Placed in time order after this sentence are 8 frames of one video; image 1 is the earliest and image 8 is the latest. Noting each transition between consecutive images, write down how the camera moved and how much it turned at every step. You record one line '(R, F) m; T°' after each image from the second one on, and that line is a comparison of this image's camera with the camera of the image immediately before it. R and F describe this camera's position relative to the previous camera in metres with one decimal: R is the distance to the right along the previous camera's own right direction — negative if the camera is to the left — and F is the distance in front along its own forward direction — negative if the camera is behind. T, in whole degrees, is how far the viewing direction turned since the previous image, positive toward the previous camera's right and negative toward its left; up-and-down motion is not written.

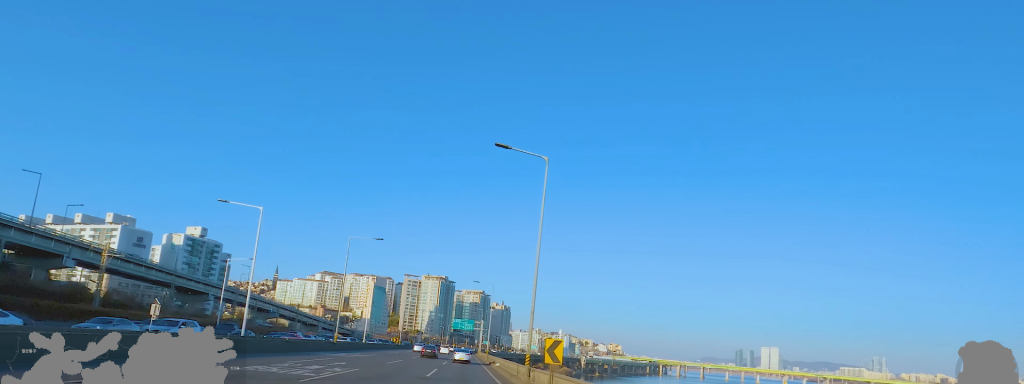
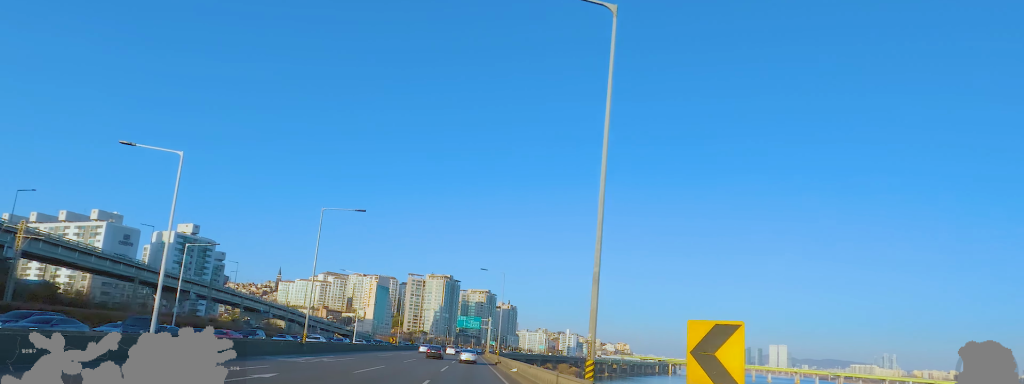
(0.0, +12.6) m; 0°
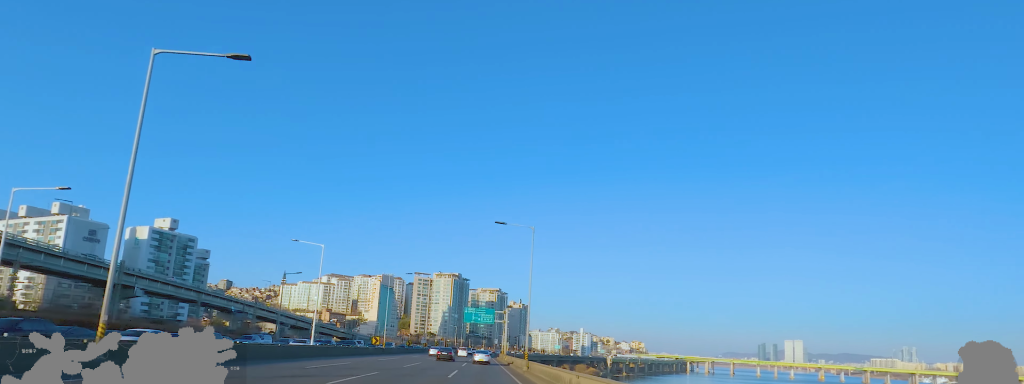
(0.0, +24.5) m; 0°
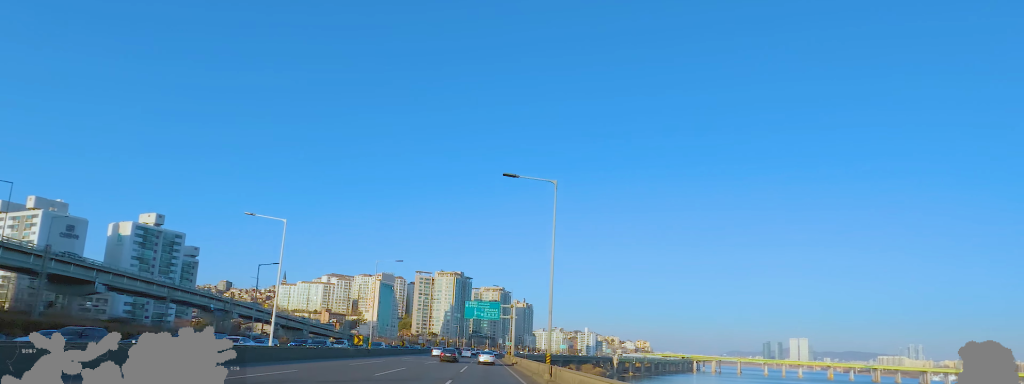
(0.0, +11.2) m; 0°
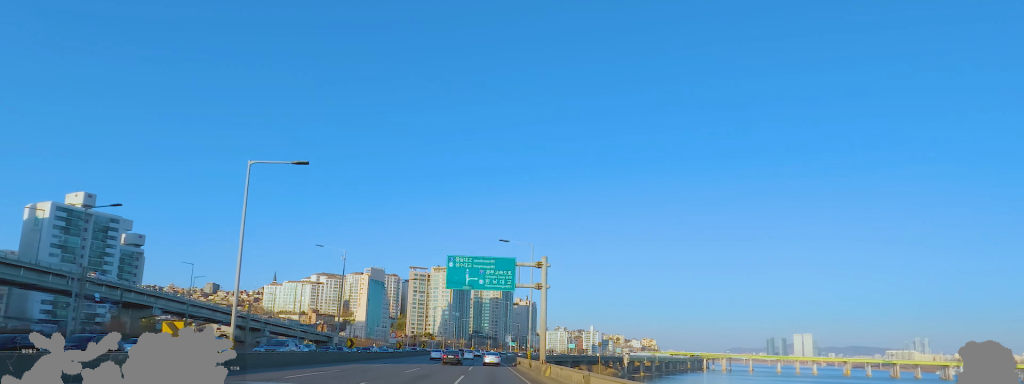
(-0.9, +33.5) m; -3°
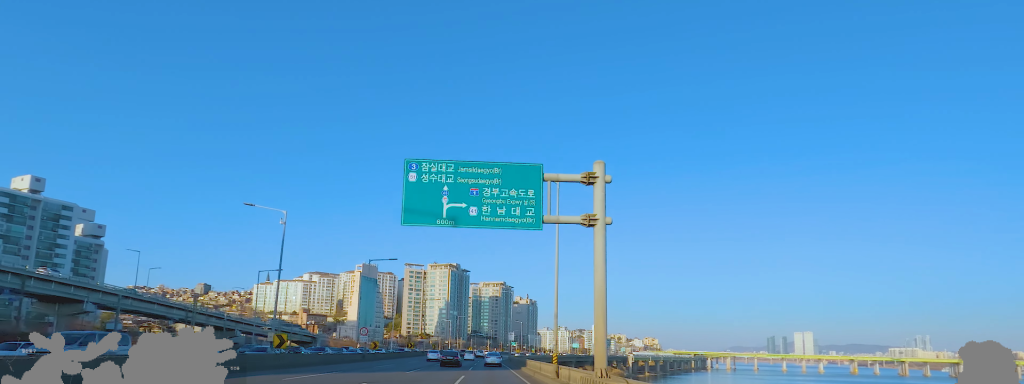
(-0.4, +17.4) m; +1°
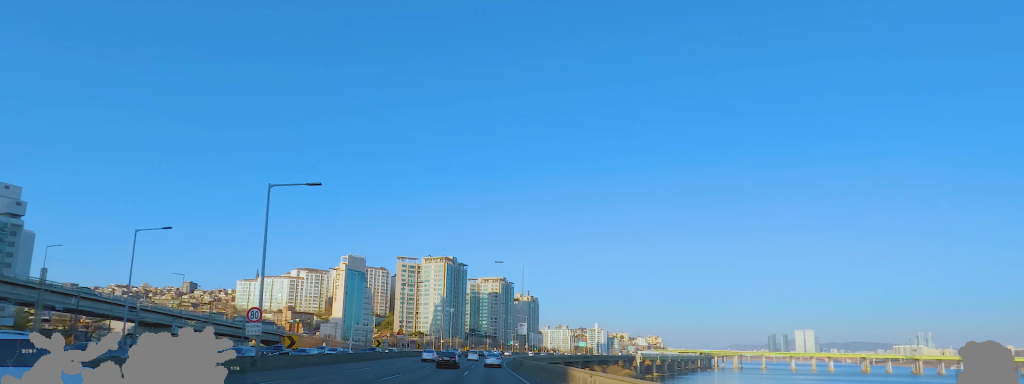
(+1.0, +26.6) m; +1°
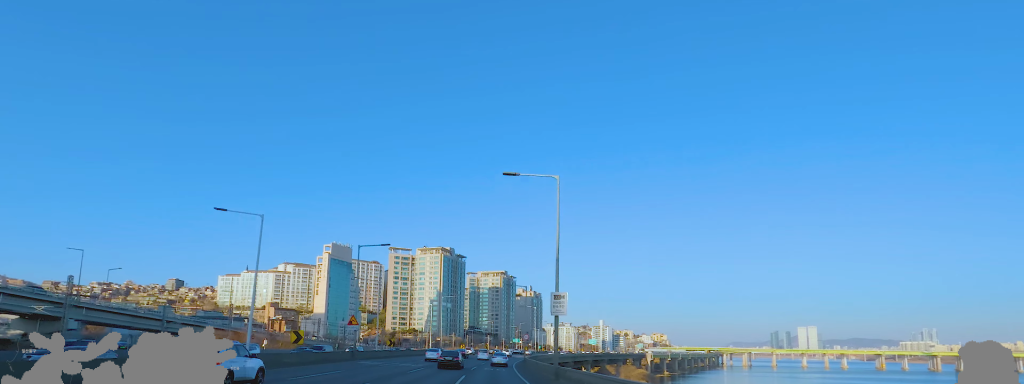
(-0.6, +28.3) m; -1°
